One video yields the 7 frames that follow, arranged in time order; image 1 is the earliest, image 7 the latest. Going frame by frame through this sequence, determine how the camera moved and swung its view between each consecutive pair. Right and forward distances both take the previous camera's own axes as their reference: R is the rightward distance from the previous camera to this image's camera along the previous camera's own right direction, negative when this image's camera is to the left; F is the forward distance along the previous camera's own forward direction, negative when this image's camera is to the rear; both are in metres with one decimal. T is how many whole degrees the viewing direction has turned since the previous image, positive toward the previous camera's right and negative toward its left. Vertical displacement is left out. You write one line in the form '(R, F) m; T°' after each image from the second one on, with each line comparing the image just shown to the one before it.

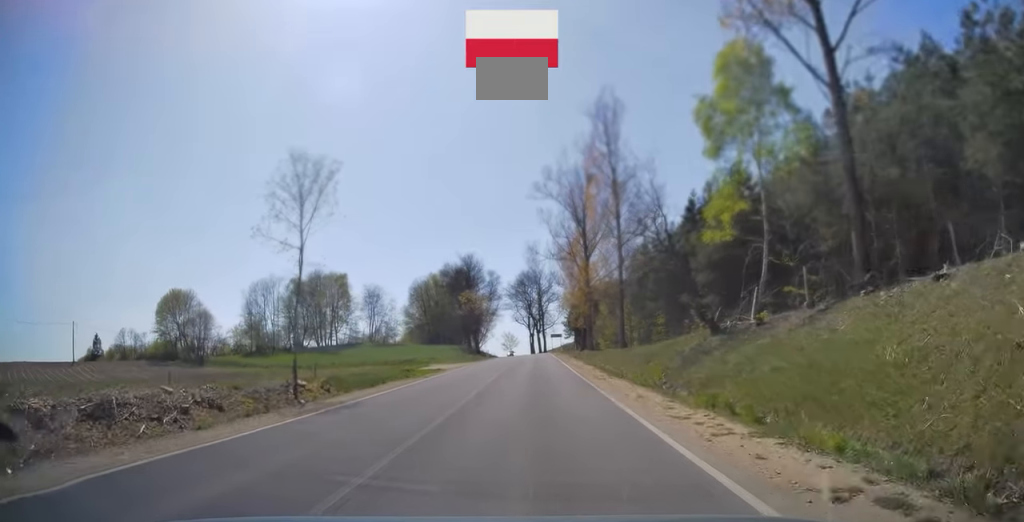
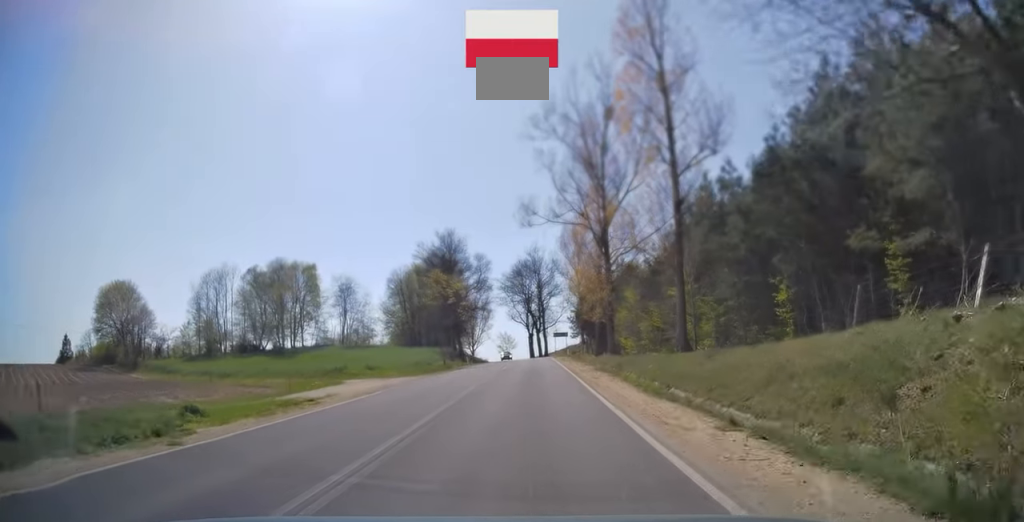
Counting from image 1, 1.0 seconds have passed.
(-0.2, +21.6) m; 0°
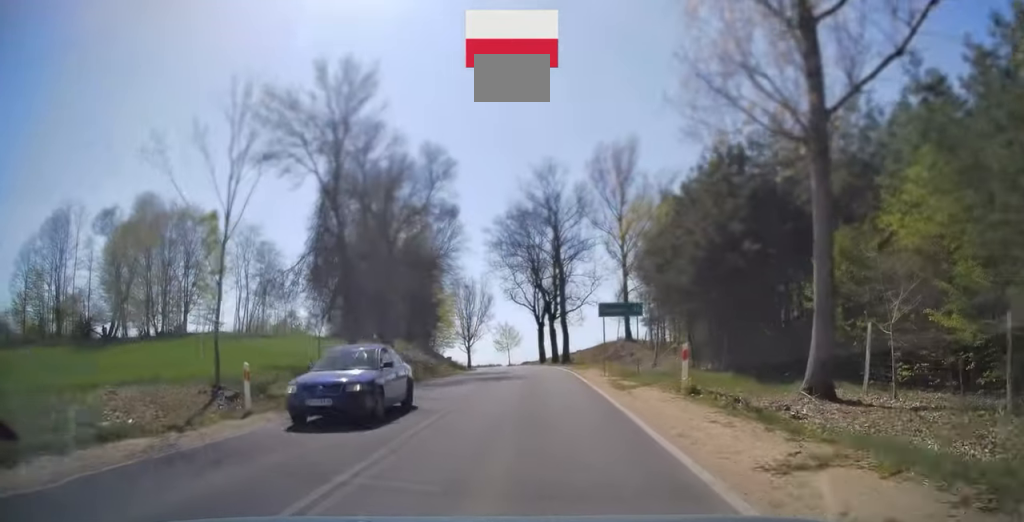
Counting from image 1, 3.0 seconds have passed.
(-0.4, +47.2) m; -1°
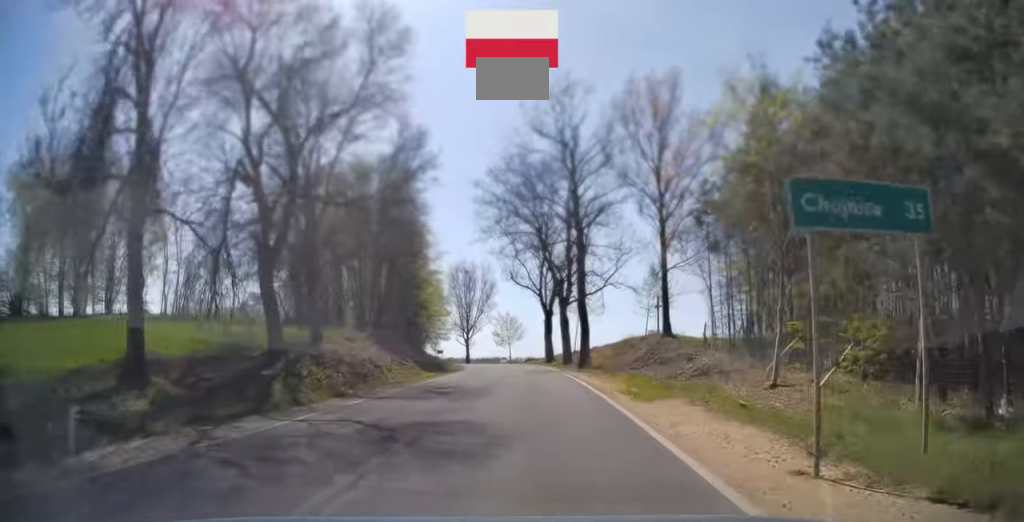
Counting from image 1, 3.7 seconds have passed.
(+0.1, +17.7) m; -1°
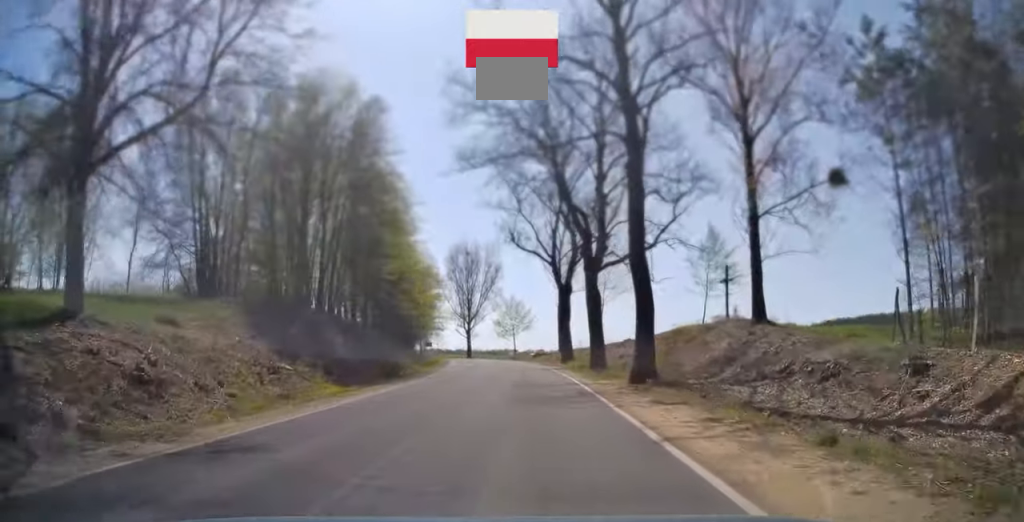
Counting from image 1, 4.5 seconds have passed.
(-0.2, +19.7) m; -2°
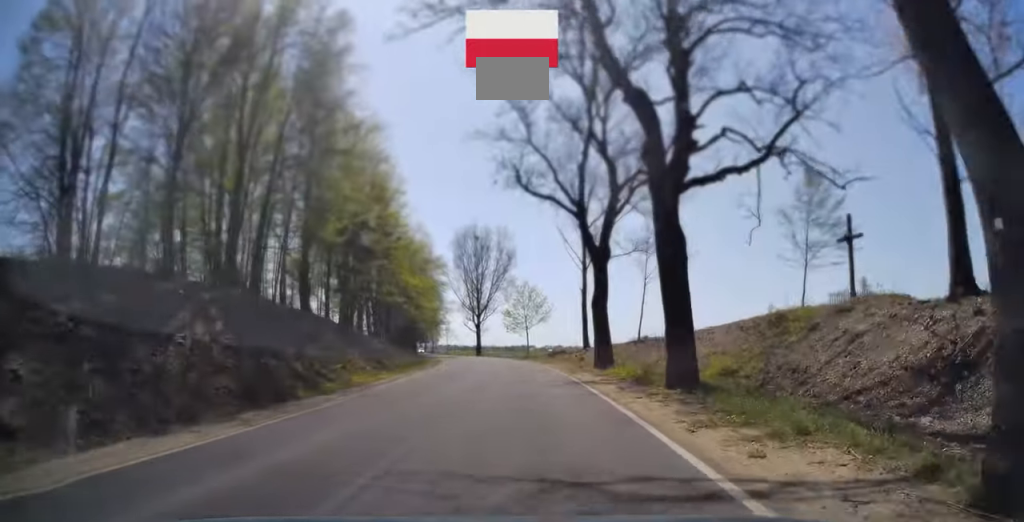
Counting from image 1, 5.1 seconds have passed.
(-0.3, +15.4) m; -2°
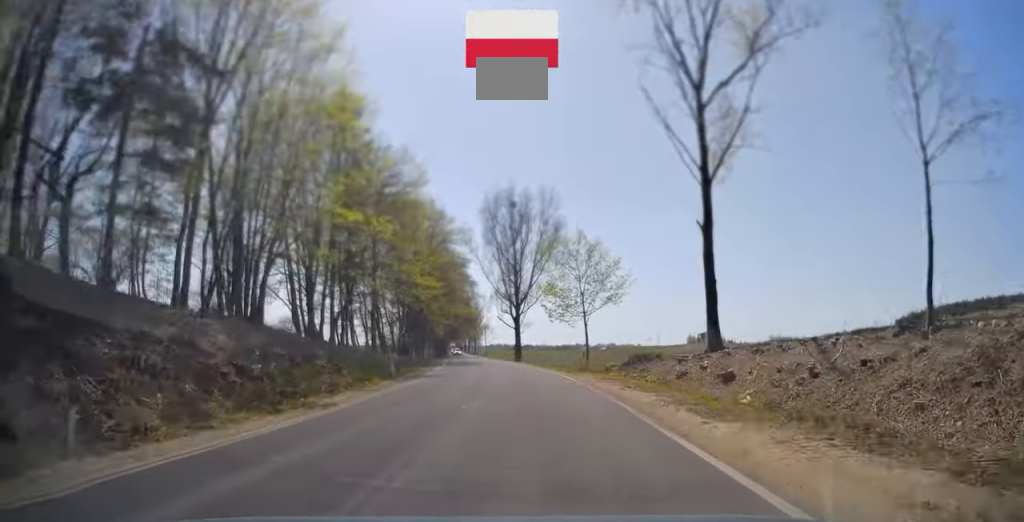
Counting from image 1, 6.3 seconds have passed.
(-1.2, +29.4) m; -4°
